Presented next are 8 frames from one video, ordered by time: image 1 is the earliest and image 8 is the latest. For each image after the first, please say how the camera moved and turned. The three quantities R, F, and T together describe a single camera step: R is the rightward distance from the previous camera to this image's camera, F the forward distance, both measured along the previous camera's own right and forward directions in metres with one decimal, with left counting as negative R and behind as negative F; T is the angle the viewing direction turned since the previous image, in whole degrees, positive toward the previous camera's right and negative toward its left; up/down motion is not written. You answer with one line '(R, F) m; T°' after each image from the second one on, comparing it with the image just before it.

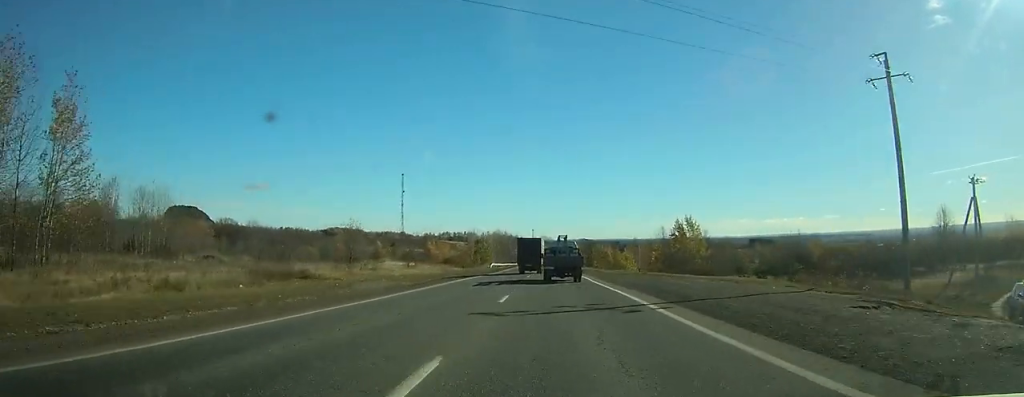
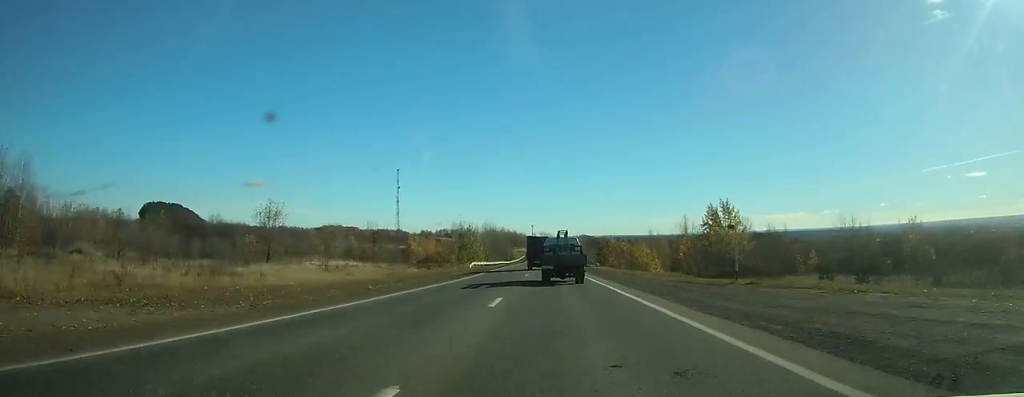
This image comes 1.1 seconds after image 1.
(0.0, +23.2) m; 0°
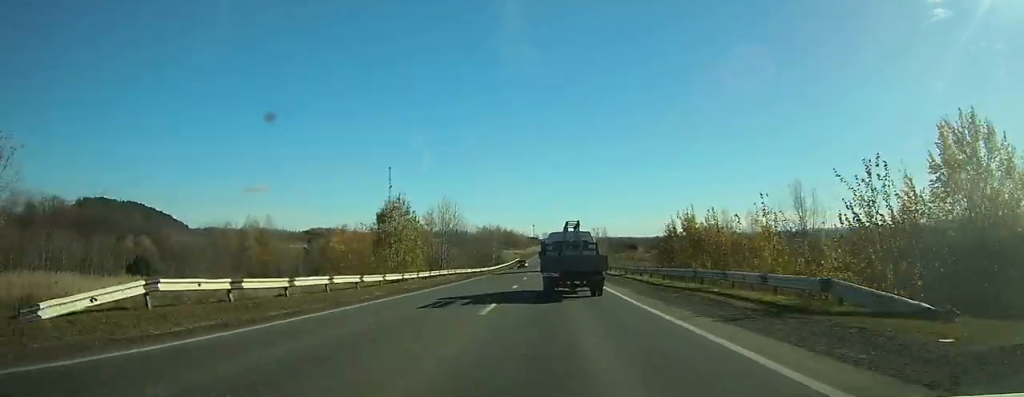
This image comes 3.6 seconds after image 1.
(+0.3, +57.9) m; 0°
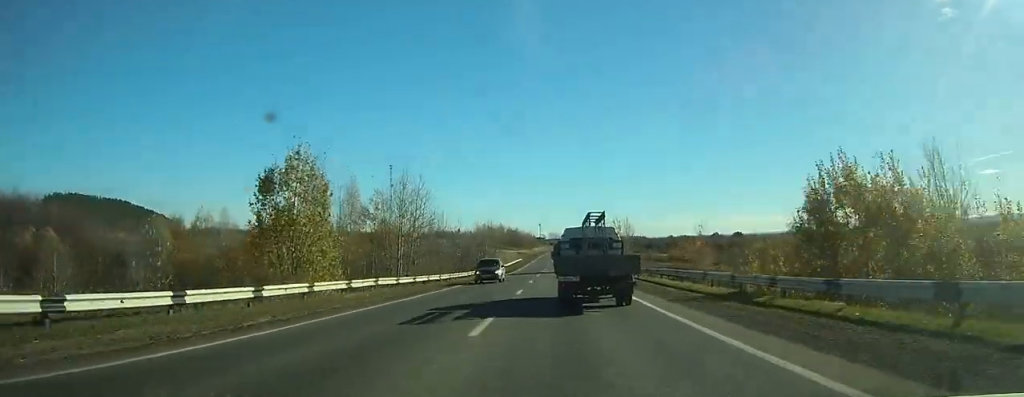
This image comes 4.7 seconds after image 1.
(+0.1, +28.2) m; 0°
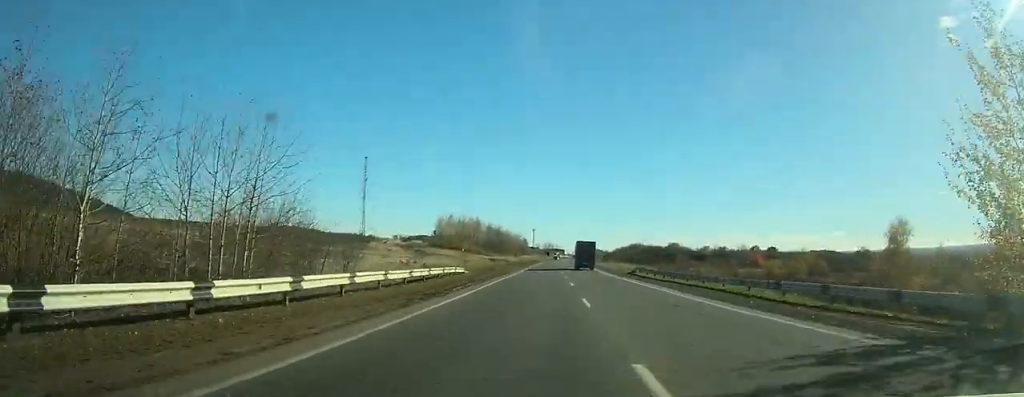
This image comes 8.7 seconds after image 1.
(-1.8, +112.3) m; 0°
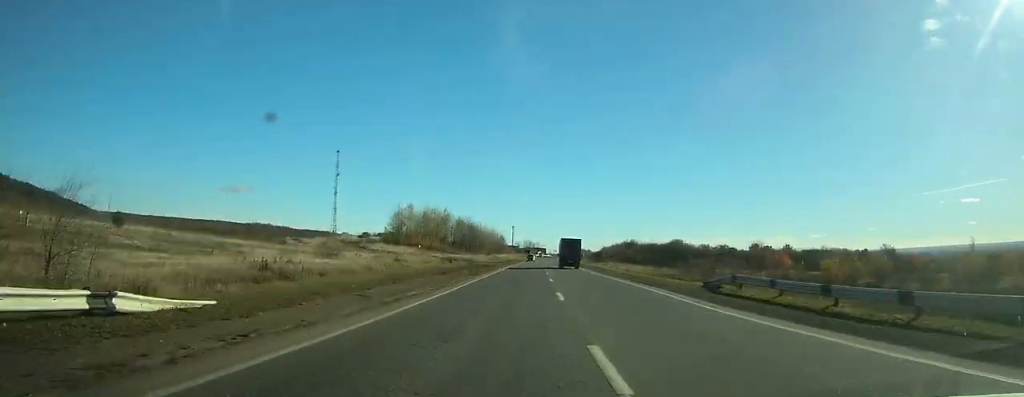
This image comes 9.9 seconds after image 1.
(+0.5, +34.5) m; +1°
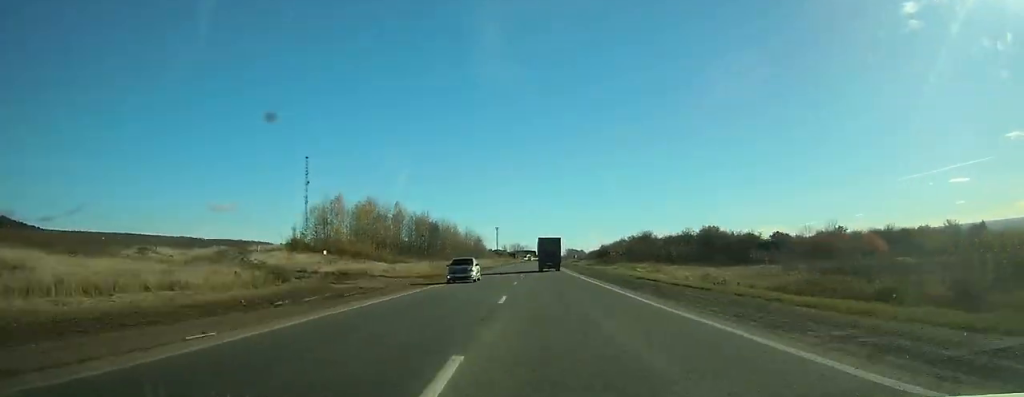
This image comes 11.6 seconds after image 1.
(+0.7, +49.5) m; +1°
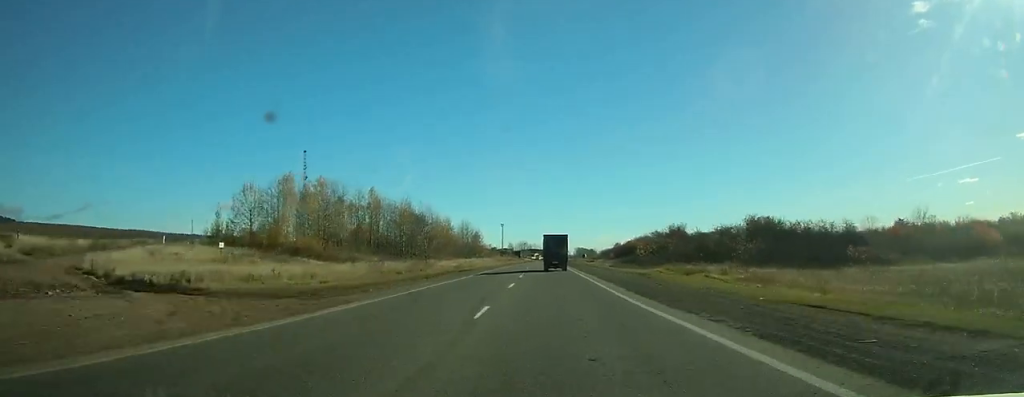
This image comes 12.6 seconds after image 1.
(+0.3, +28.2) m; 0°
